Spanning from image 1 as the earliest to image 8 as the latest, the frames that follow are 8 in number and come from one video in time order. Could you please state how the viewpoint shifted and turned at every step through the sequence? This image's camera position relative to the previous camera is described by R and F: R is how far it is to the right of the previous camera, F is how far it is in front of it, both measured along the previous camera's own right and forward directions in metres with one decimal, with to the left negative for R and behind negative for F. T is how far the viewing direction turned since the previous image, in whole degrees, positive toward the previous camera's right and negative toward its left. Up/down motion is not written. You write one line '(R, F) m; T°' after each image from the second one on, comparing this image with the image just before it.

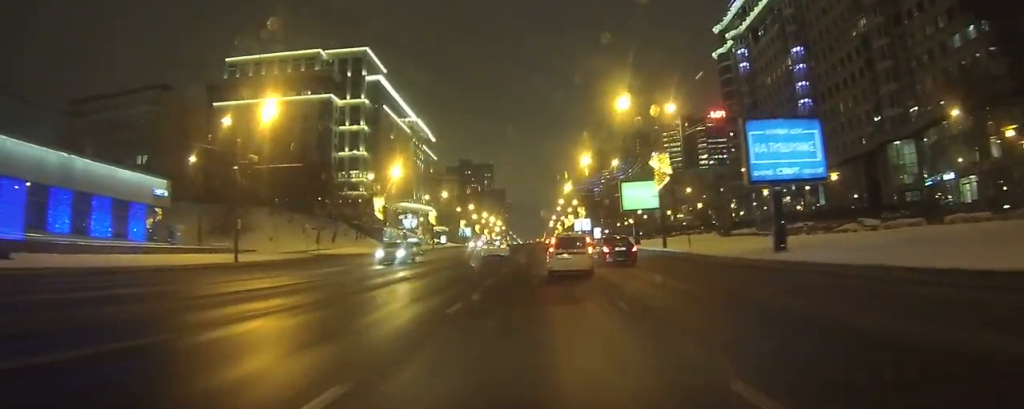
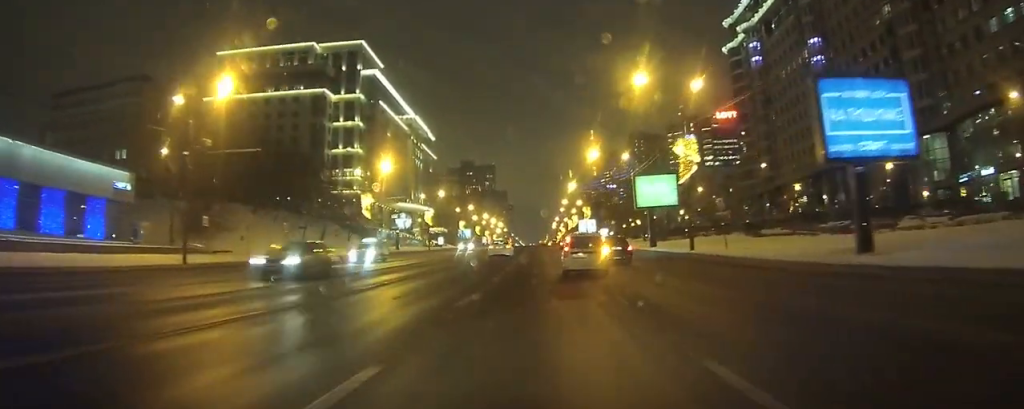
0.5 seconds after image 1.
(0.0, +6.4) m; 0°
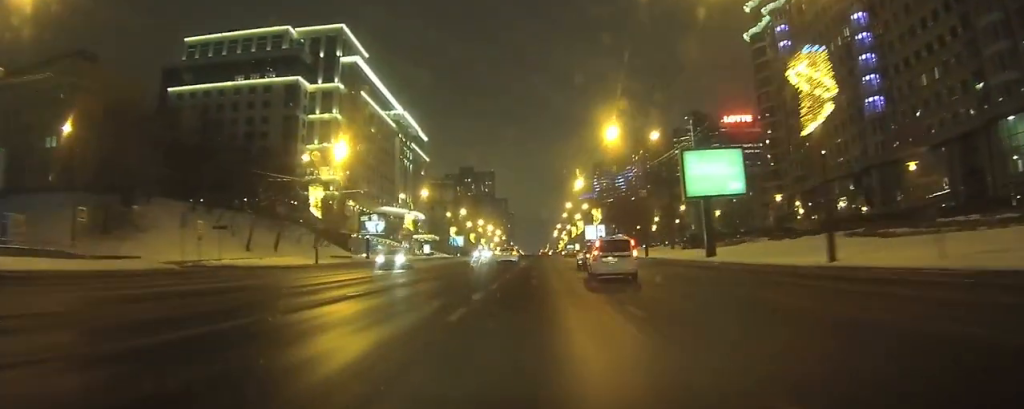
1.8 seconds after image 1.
(+0.2, +14.3) m; +1°
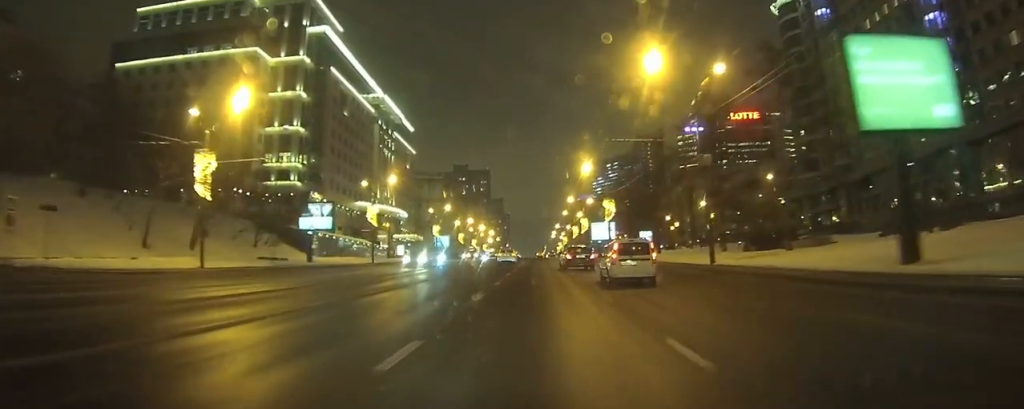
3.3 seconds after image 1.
(0.0, +15.1) m; -1°
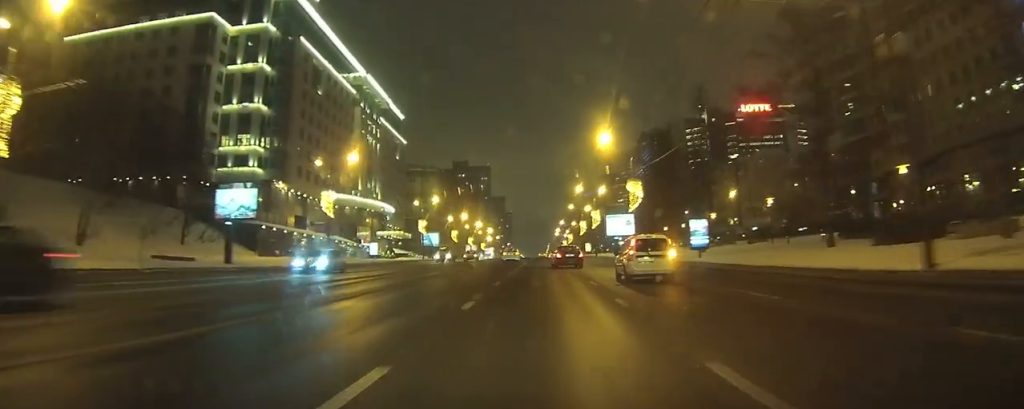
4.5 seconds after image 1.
(-0.1, +15.5) m; 0°
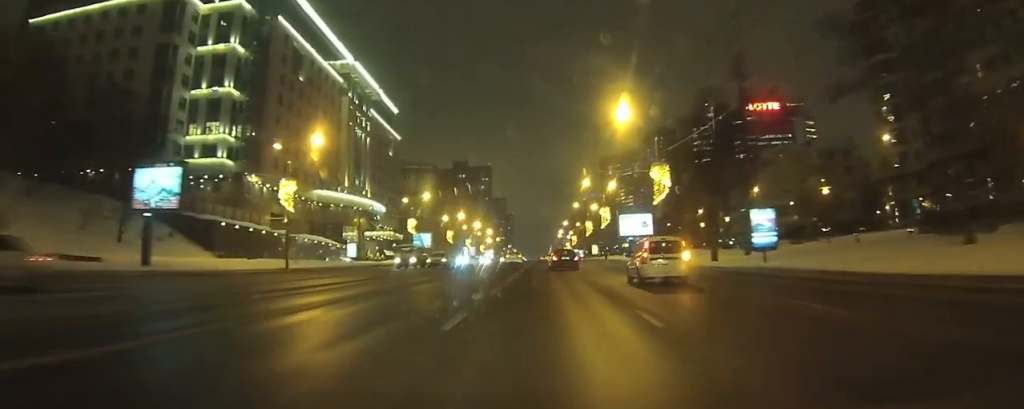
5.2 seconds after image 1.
(+0.1, +10.1) m; +1°
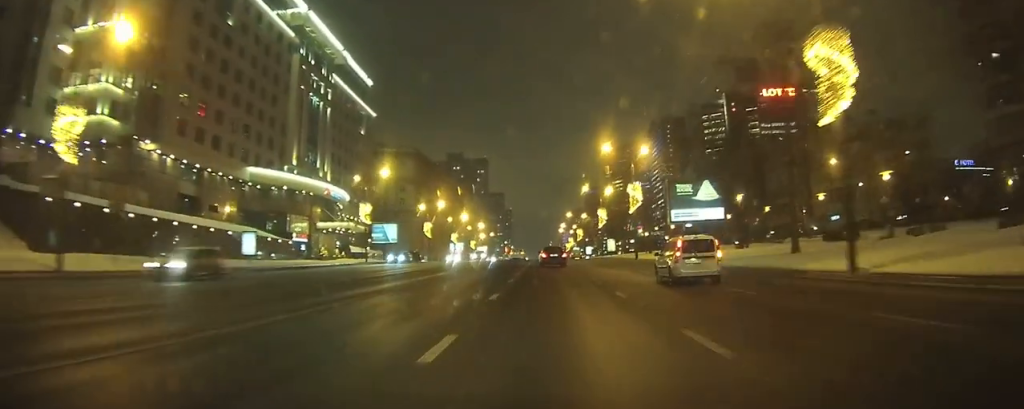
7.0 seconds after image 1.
(0.0, +26.7) m; 0°
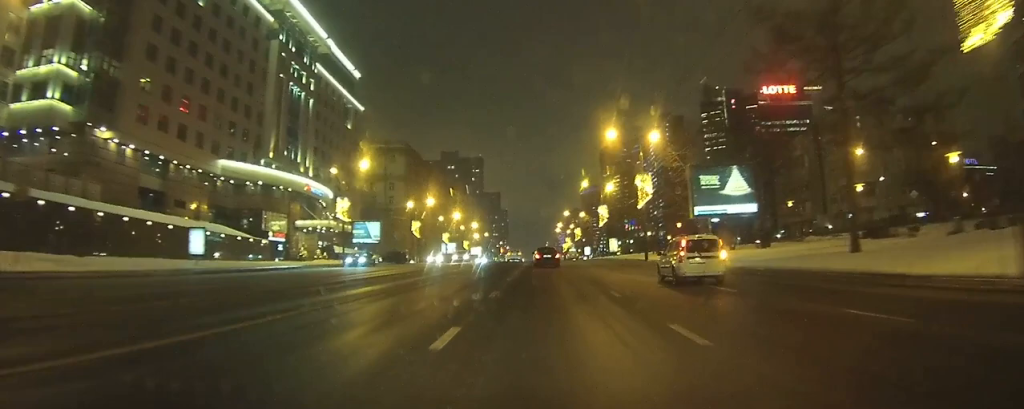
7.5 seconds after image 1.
(0.0, +7.2) m; 0°
